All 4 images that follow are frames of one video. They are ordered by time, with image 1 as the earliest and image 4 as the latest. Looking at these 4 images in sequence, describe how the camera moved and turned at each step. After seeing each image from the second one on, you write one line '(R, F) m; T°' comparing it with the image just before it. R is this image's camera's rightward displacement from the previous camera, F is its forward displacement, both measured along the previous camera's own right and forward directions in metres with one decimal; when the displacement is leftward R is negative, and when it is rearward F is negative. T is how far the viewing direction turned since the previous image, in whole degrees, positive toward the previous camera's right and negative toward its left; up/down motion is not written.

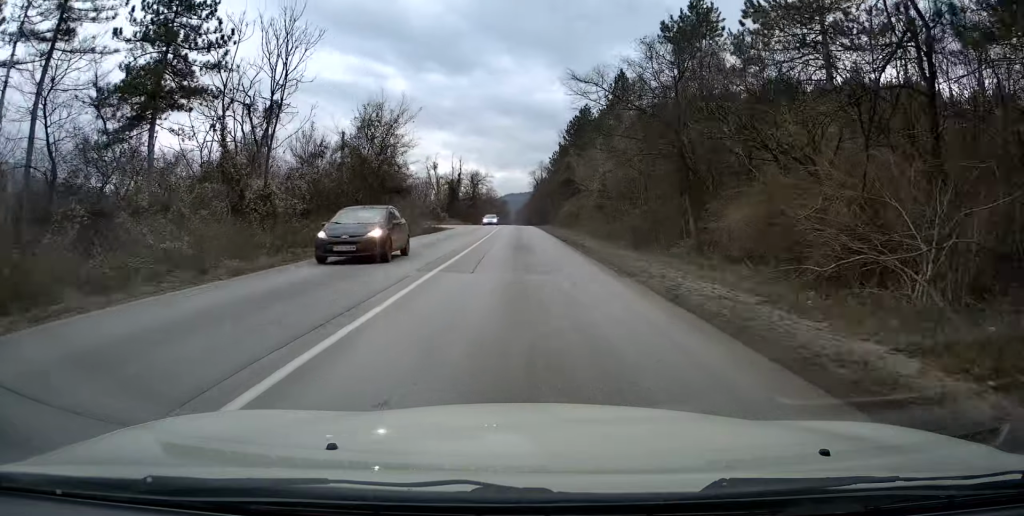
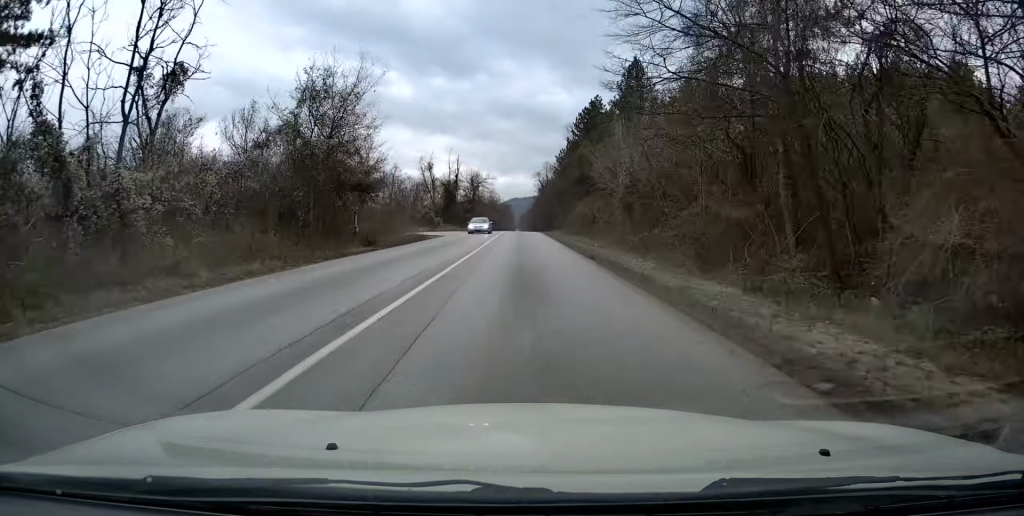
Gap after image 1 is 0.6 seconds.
(0.0, +10.6) m; 0°
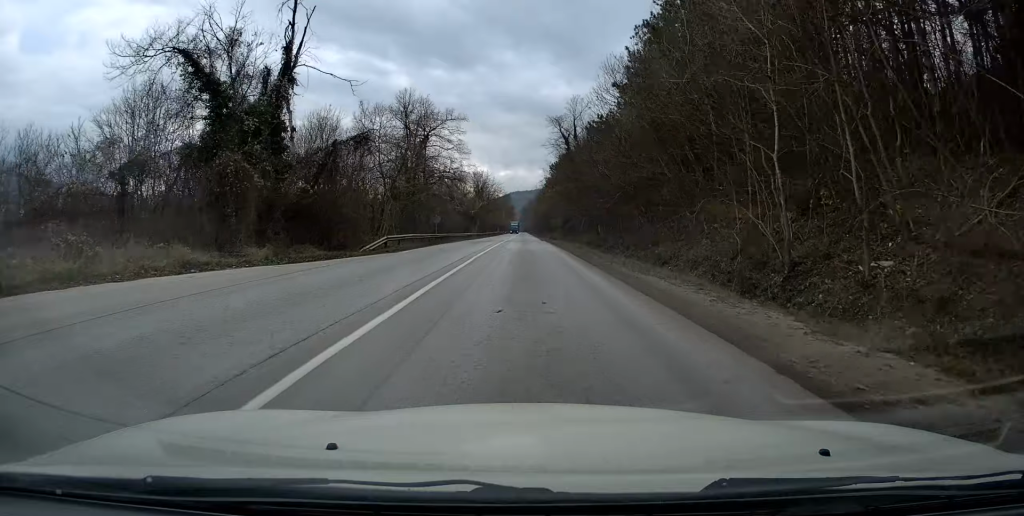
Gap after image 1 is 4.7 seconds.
(-0.5, +75.1) m; -2°
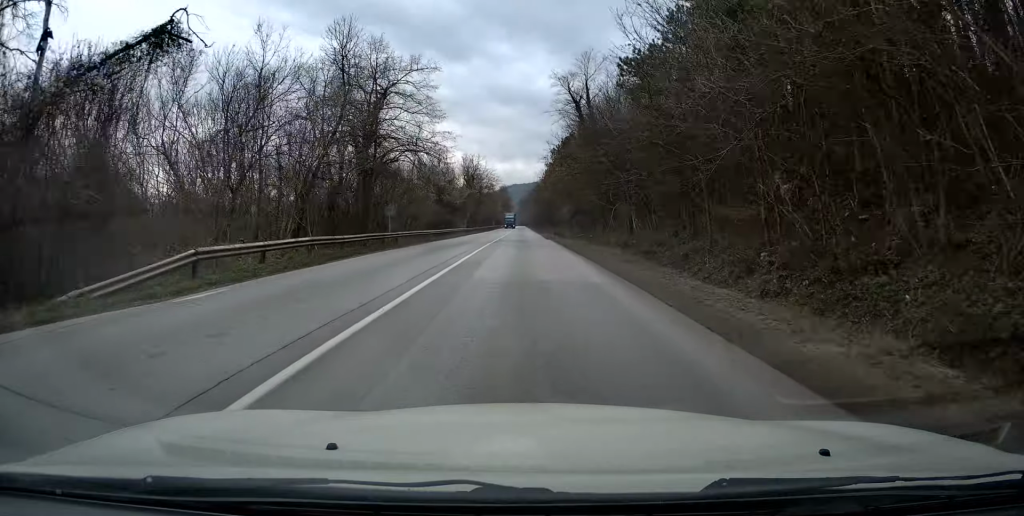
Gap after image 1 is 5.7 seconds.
(-0.1, +18.1) m; -1°
